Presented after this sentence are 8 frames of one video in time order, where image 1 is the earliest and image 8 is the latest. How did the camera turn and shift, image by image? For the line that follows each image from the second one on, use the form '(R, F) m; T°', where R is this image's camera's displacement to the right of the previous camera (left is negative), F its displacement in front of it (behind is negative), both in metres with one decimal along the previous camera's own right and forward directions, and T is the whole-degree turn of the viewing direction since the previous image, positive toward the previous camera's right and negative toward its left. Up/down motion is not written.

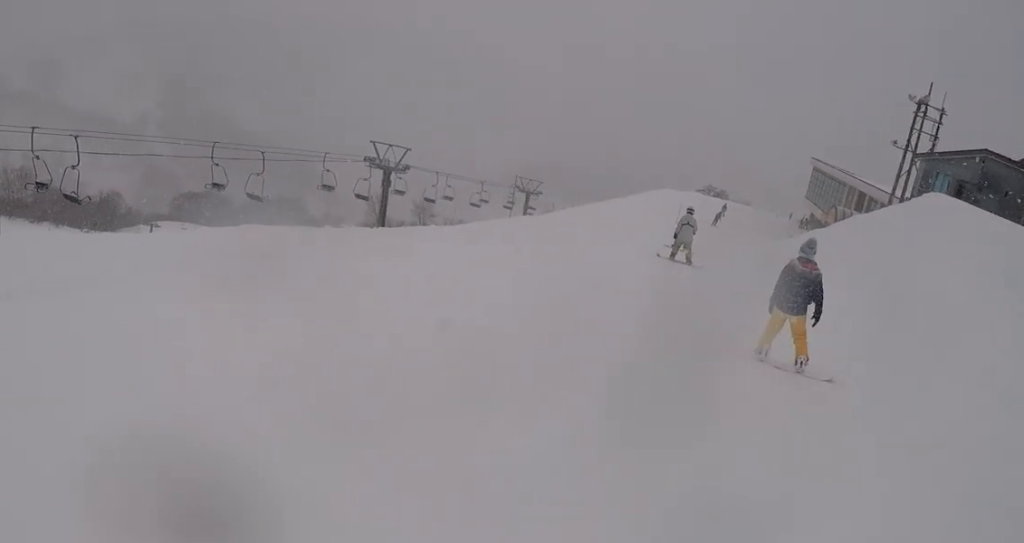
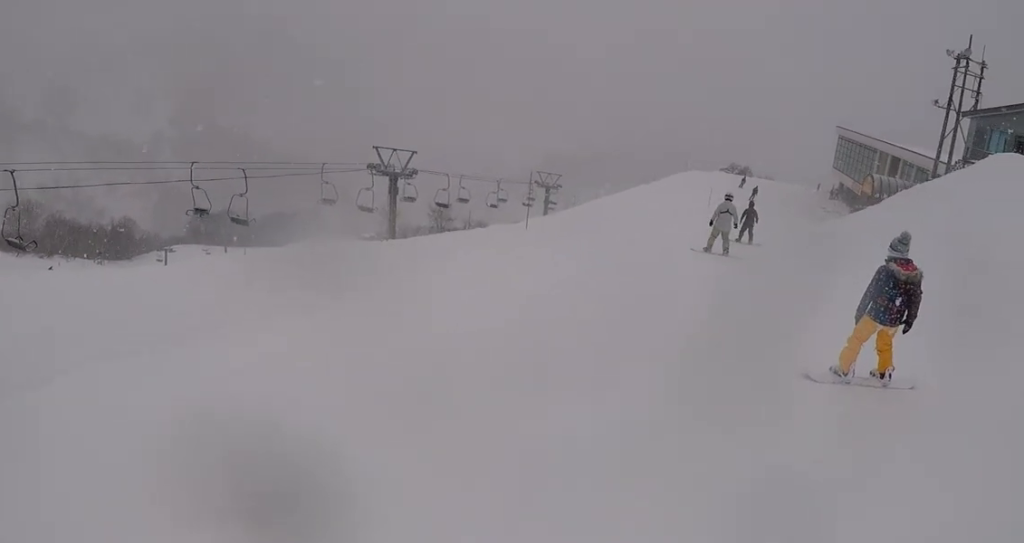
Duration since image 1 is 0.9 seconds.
(0.0, +4.8) m; -11°
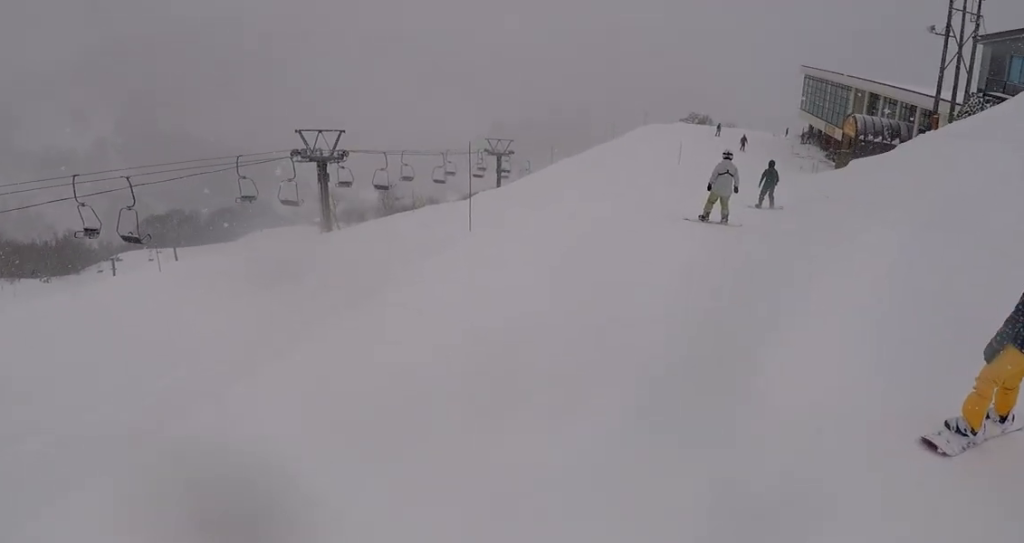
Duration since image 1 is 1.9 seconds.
(-1.1, +5.3) m; -1°
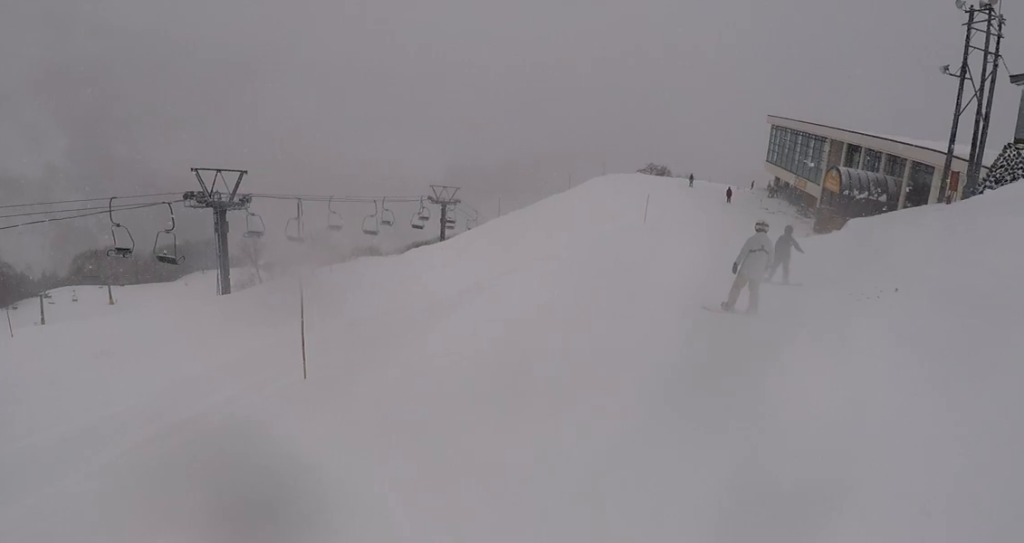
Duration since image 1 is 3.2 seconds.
(+0.8, +7.7) m; +4°
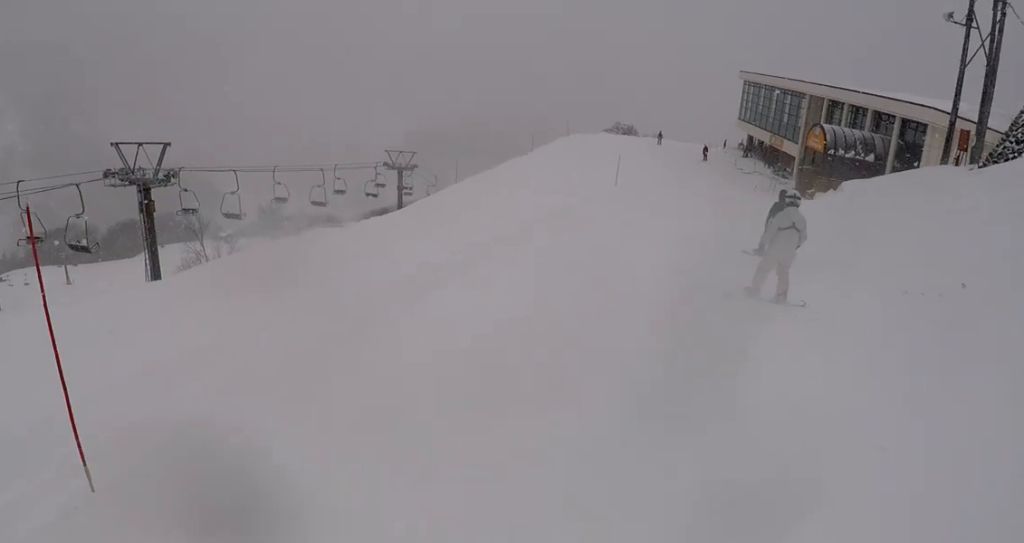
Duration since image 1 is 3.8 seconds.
(-0.6, +3.5) m; +2°
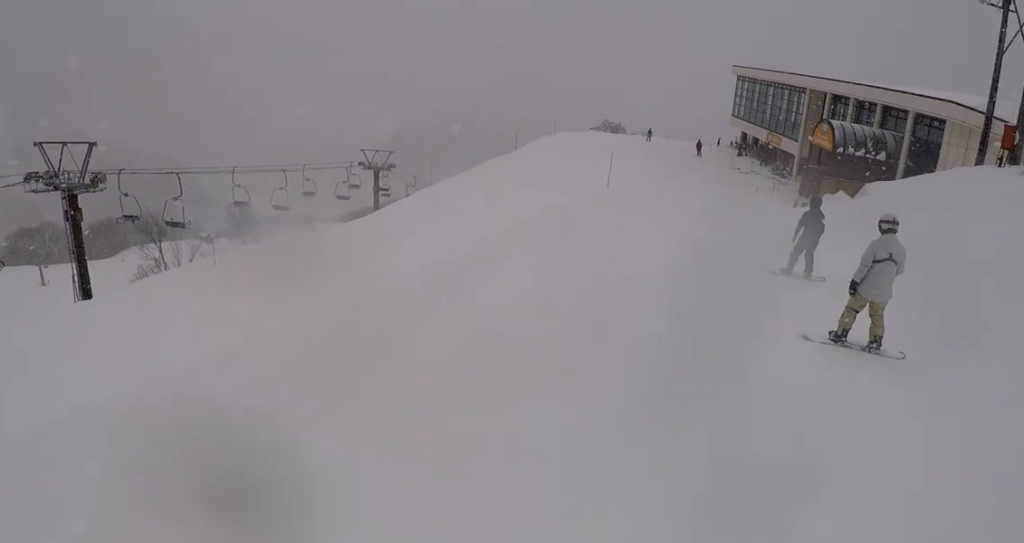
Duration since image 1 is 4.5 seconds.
(+0.9, +4.6) m; +12°
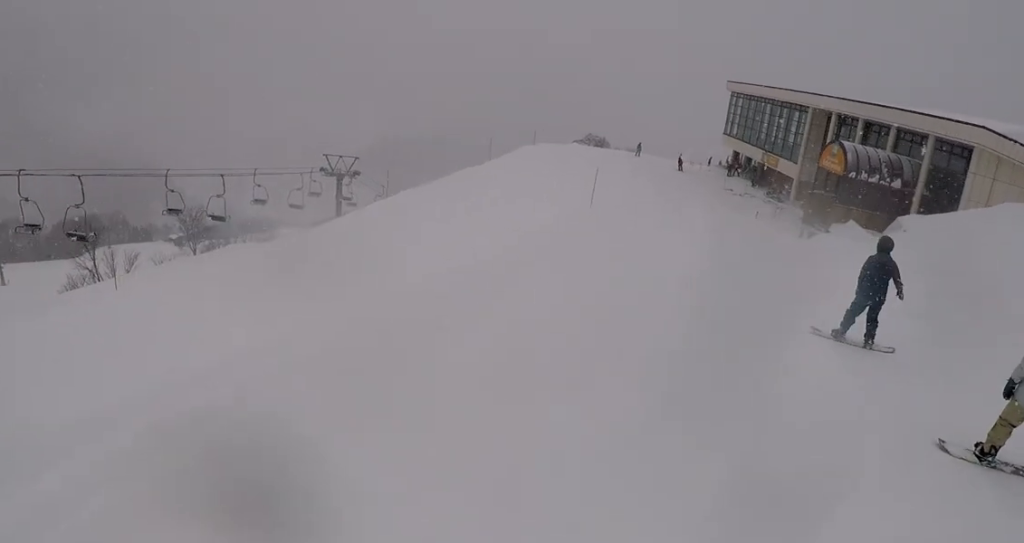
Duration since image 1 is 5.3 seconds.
(+0.7, +5.6) m; +6°
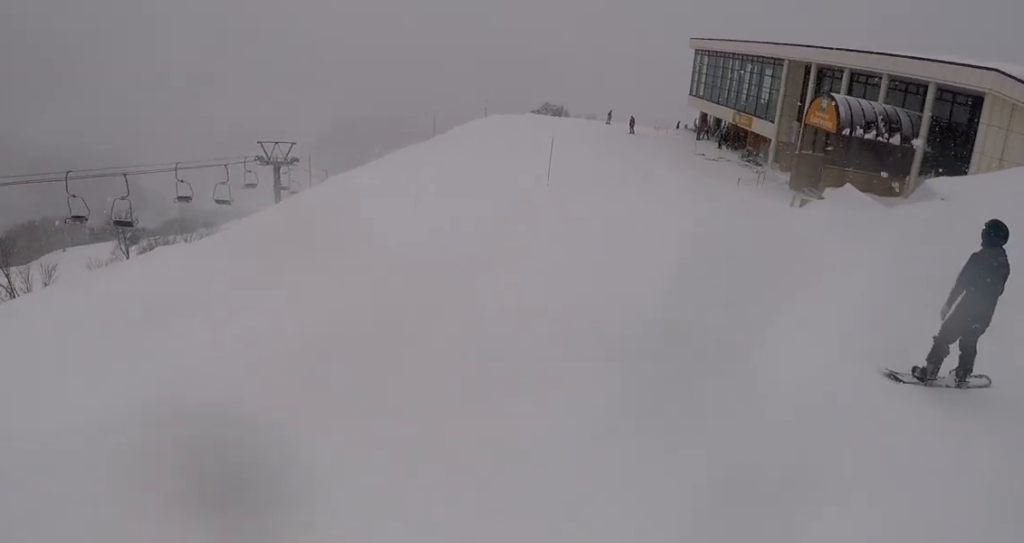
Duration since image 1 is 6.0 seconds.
(+0.3, +5.3) m; -2°
